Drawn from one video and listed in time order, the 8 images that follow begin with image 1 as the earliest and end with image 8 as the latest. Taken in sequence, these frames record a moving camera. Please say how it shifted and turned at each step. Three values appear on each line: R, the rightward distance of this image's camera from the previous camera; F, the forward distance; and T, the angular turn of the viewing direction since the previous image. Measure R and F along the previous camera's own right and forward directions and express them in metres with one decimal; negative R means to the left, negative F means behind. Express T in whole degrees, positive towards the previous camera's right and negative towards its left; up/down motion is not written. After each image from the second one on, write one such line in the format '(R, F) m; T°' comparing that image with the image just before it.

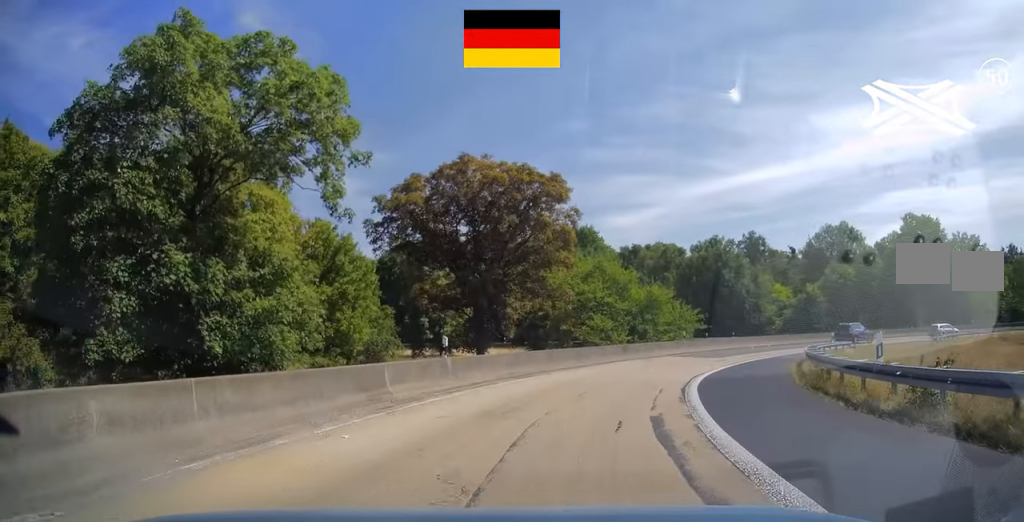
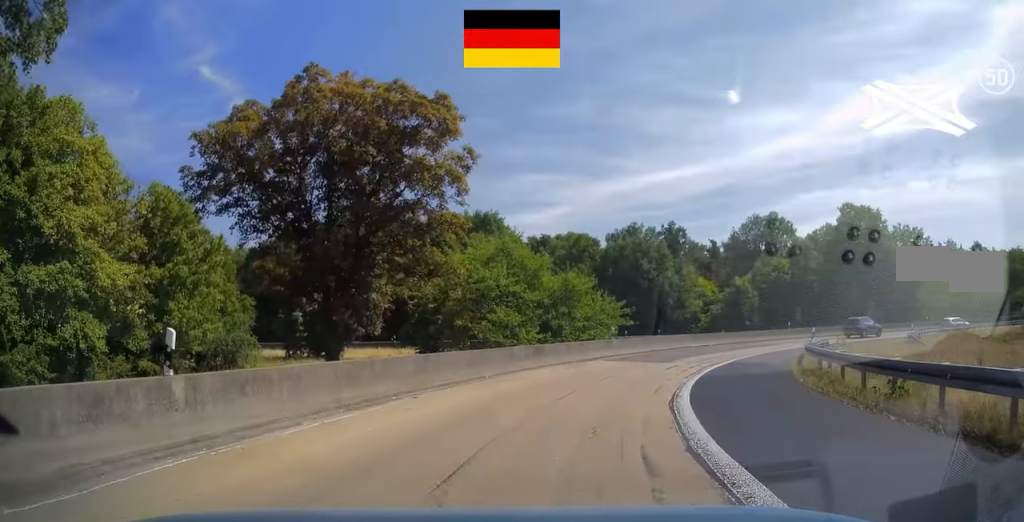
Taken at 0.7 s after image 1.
(+0.7, +8.8) m; +10°
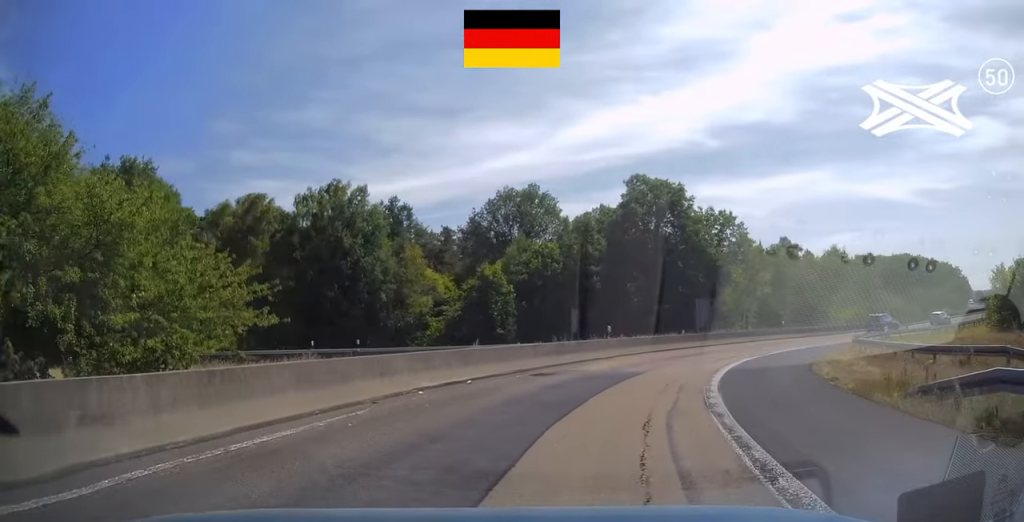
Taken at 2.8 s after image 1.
(+5.6, +25.0) m; +26°
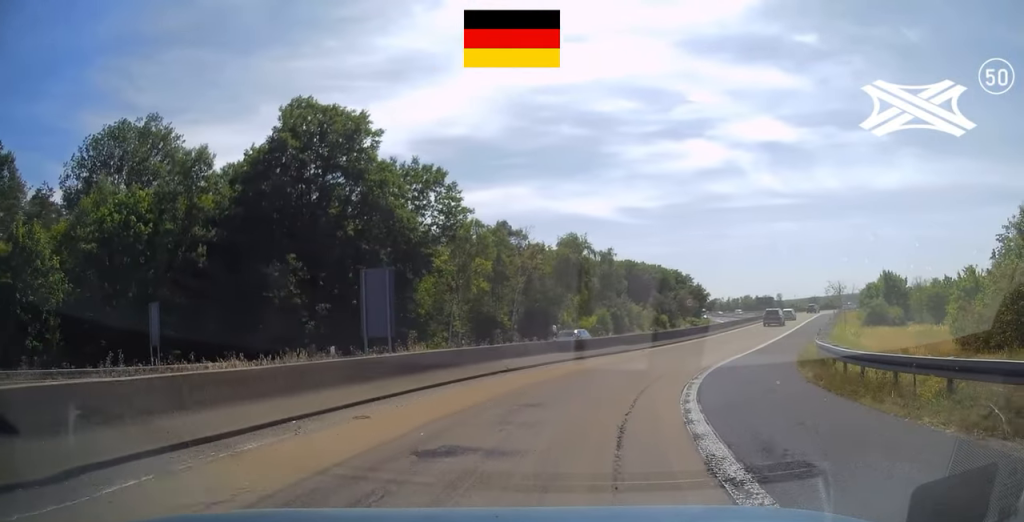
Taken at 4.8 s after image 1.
(+6.1, +25.1) m; +29°
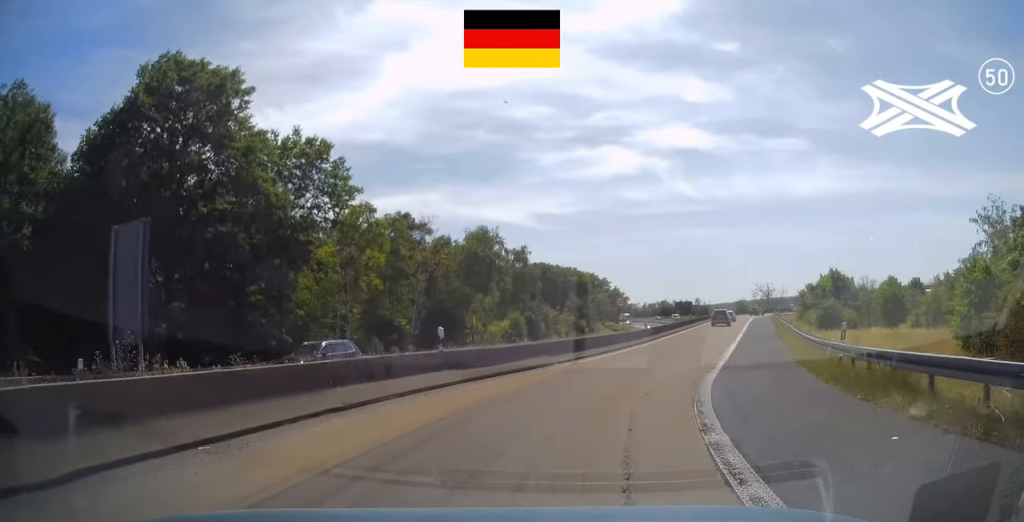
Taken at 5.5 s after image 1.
(+1.1, +8.3) m; +7°
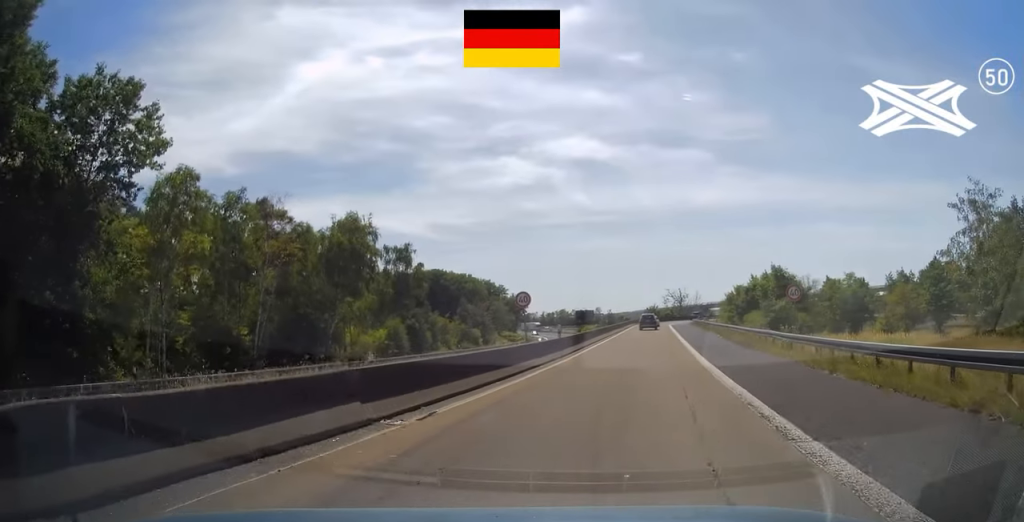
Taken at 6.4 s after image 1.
(+1.0, +12.3) m; +10°
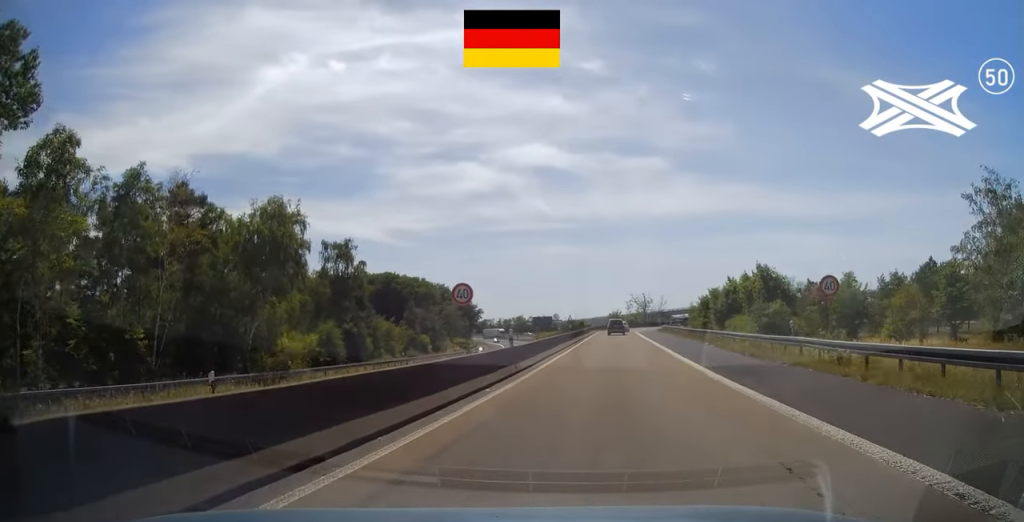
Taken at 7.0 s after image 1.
(+0.1, +7.6) m; +5°
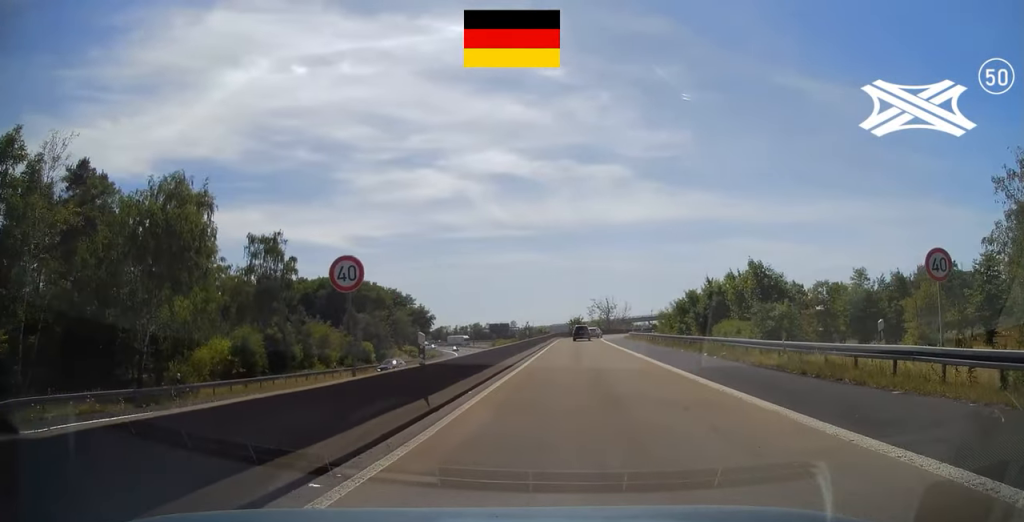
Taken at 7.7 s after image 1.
(+0.8, +8.6) m; +5°
